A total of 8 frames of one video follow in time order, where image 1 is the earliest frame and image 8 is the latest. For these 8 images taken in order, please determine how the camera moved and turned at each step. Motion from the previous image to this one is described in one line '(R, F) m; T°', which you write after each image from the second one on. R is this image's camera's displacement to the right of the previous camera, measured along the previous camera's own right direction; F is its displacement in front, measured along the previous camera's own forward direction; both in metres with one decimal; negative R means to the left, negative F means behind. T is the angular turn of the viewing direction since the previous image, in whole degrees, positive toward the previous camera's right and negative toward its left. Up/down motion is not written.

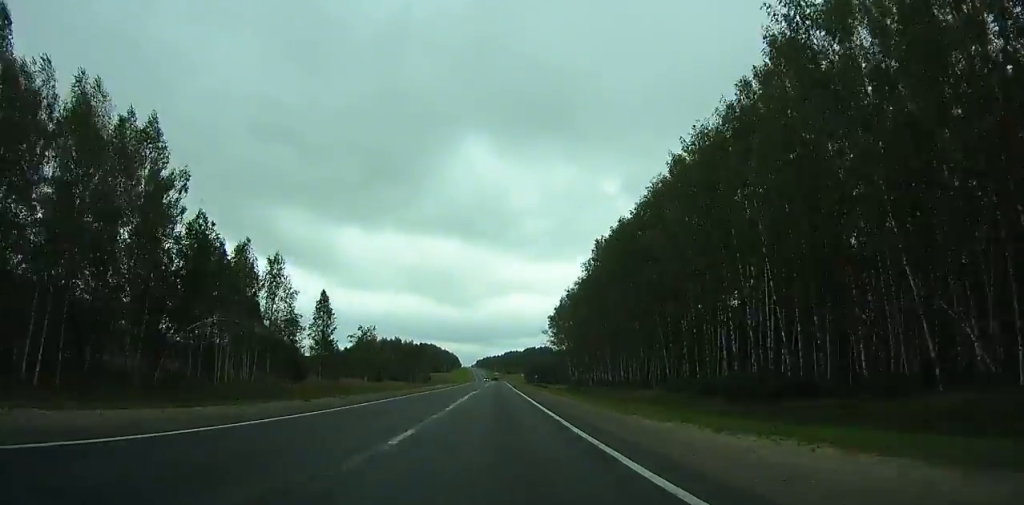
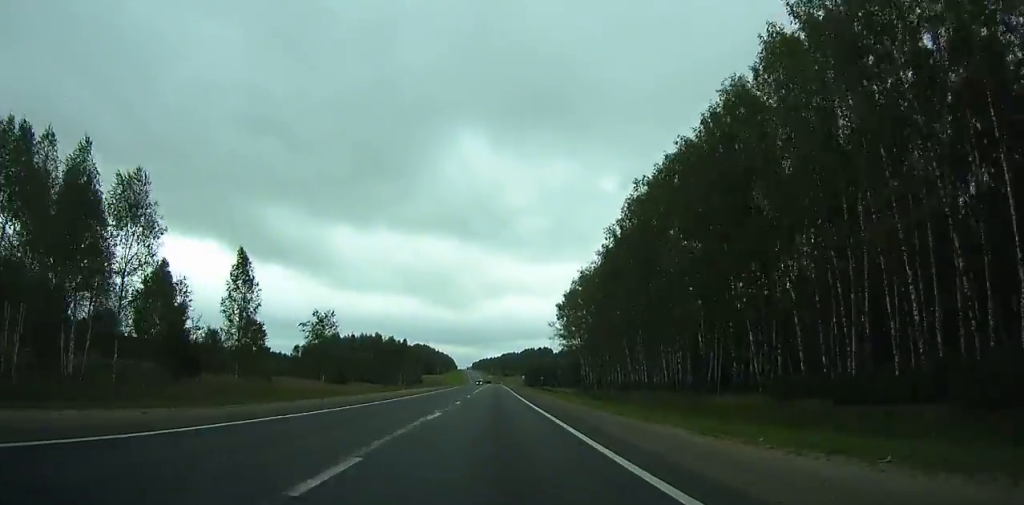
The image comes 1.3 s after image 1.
(+0.1, +29.4) m; 0°
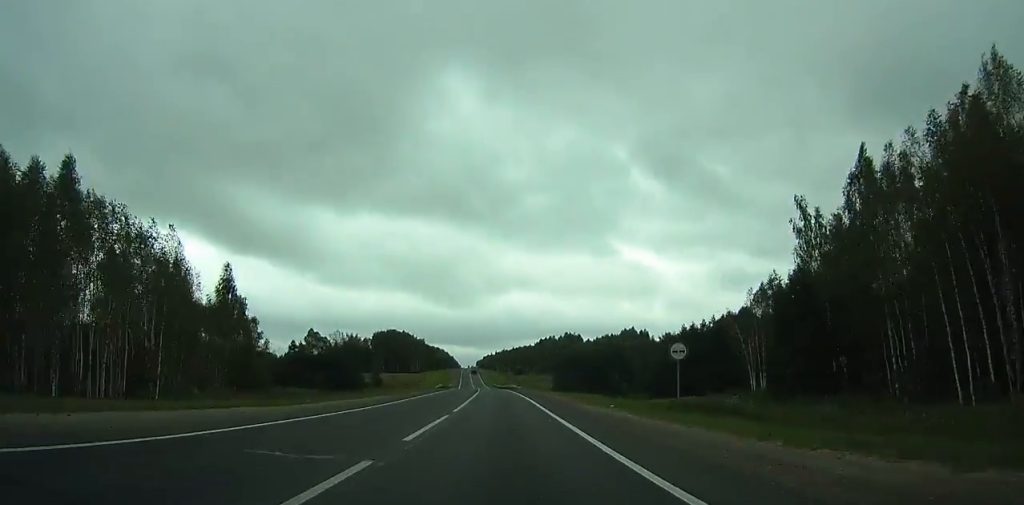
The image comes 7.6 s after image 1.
(+0.4, +143.9) m; 0°
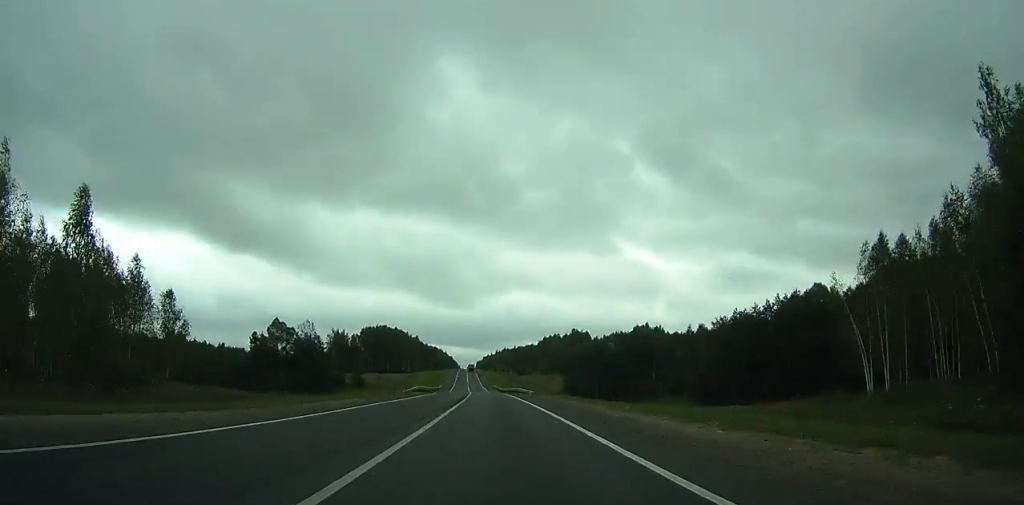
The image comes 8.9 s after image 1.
(-0.1, +30.0) m; -1°
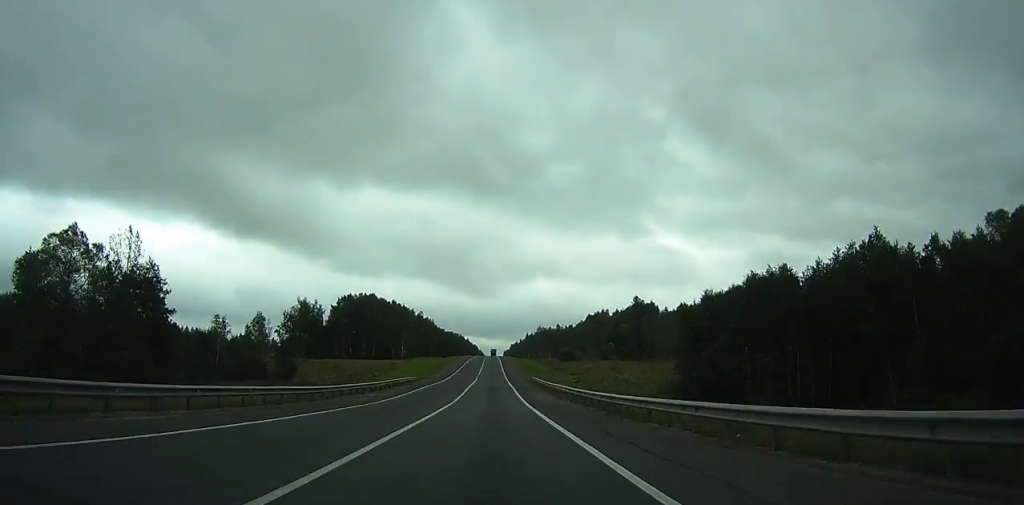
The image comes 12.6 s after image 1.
(-1.6, +86.6) m; -2°
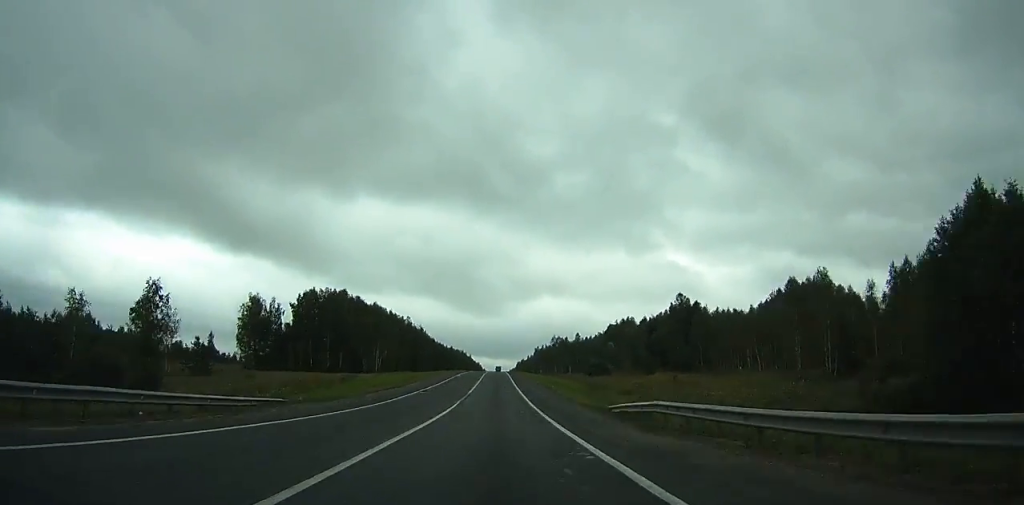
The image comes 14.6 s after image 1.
(-0.6, +47.5) m; 0°
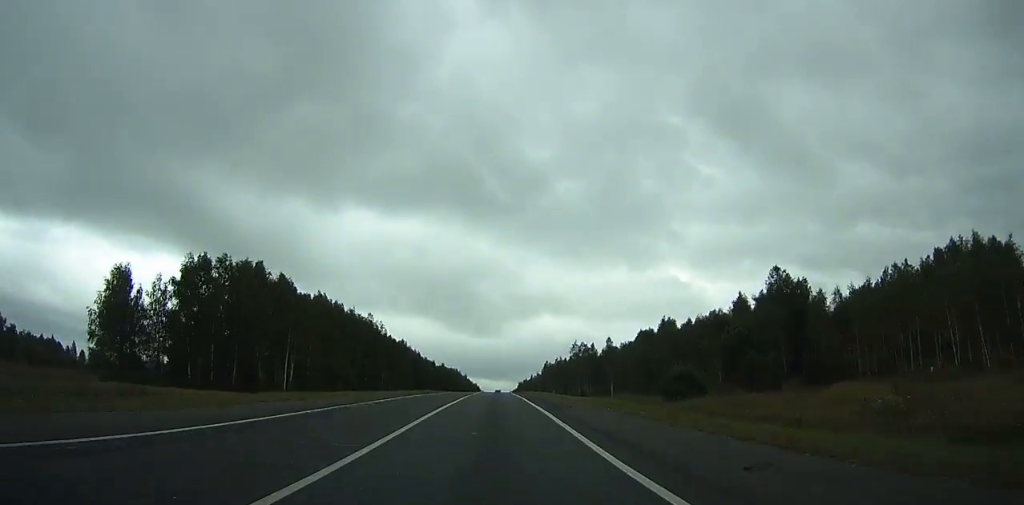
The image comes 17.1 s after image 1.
(+0.2, +60.3) m; 0°
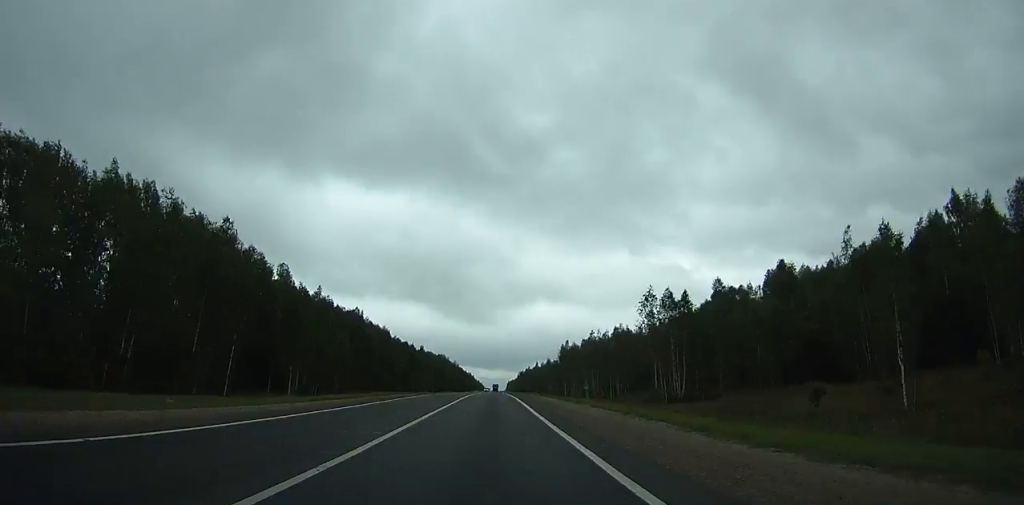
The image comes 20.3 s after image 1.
(+0.2, +78.0) m; 0°
